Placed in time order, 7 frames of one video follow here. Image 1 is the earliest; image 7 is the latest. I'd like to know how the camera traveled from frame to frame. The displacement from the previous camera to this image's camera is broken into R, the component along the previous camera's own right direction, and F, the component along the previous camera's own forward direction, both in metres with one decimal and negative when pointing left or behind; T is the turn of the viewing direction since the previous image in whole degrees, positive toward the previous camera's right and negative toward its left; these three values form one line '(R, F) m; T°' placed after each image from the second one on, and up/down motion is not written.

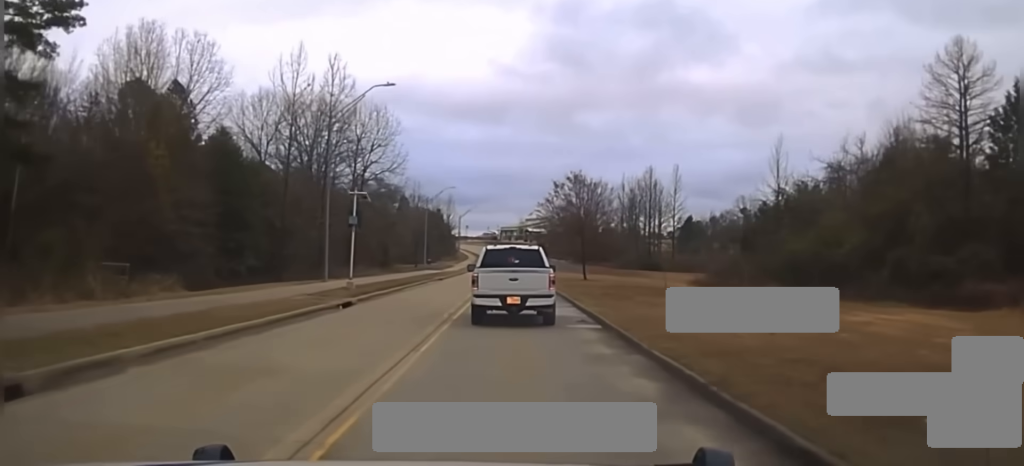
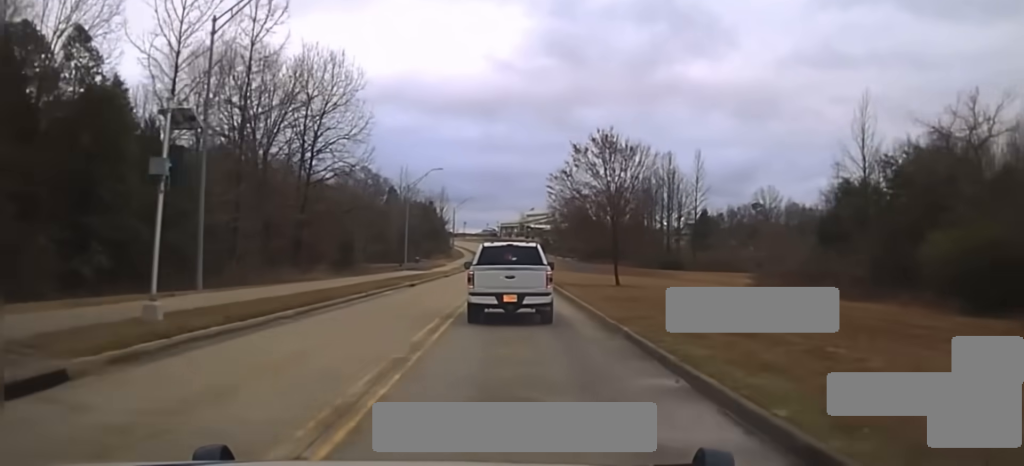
(+0.1, +21.8) m; +1°
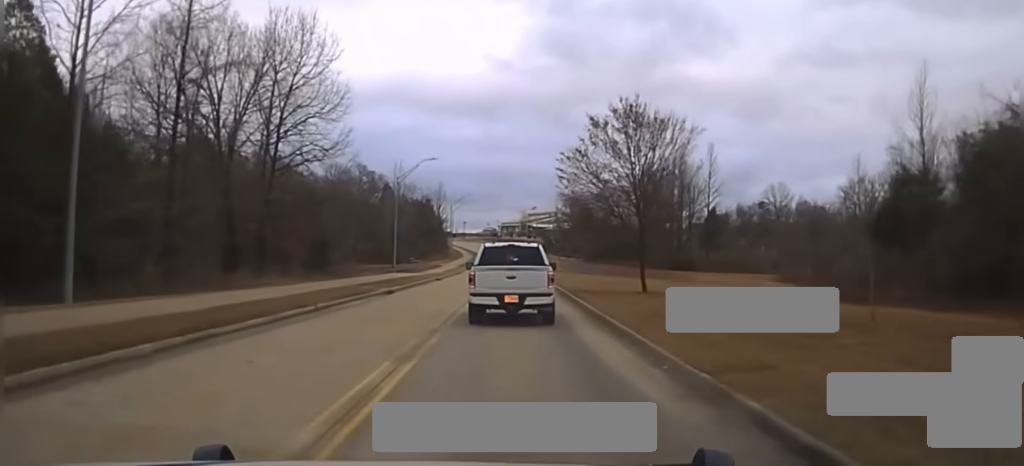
(+0.1, +9.0) m; 0°
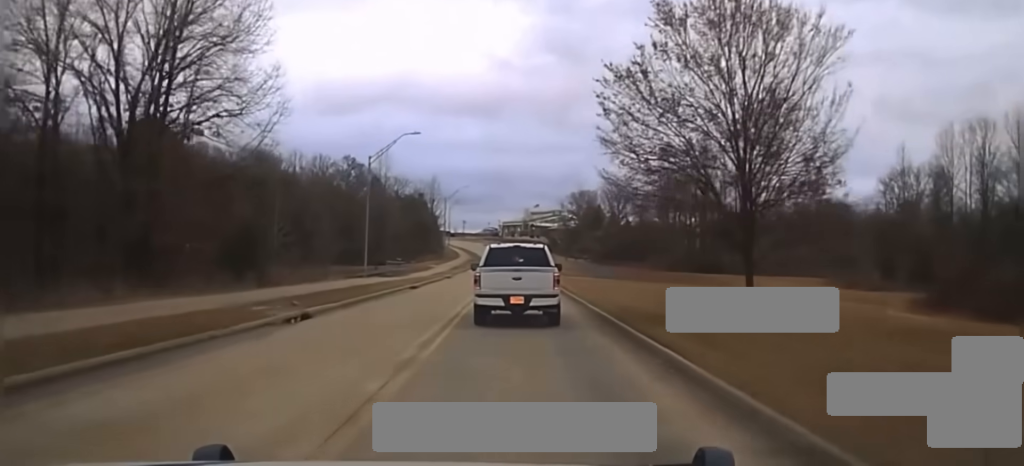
(0.0, +15.7) m; 0°
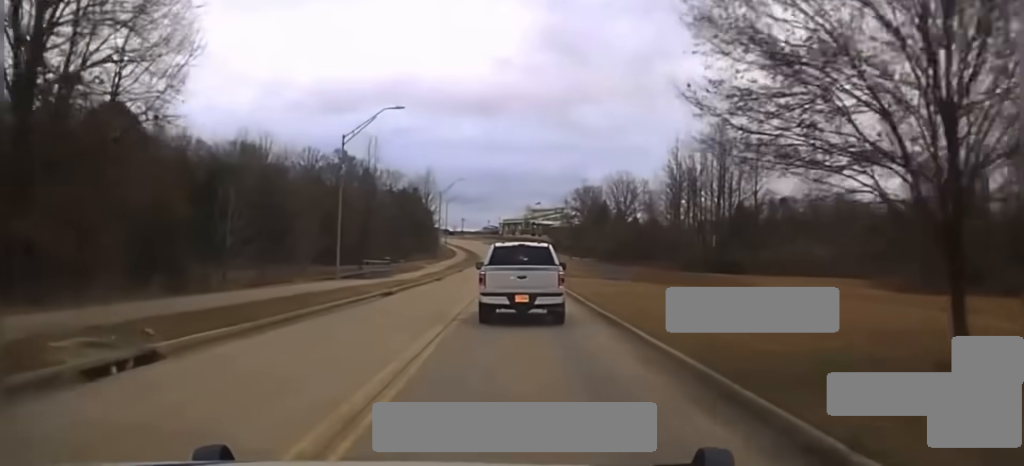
(0.0, +9.0) m; 0°
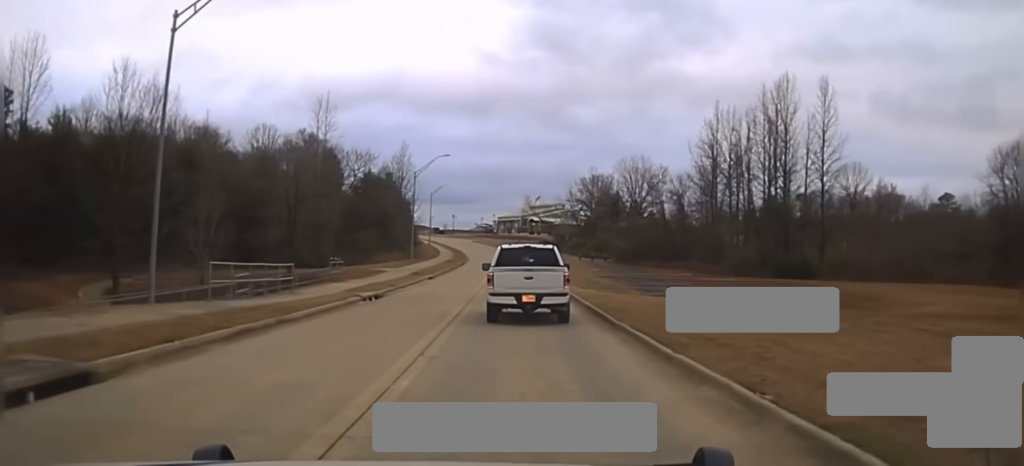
(0.0, +25.6) m; 0°
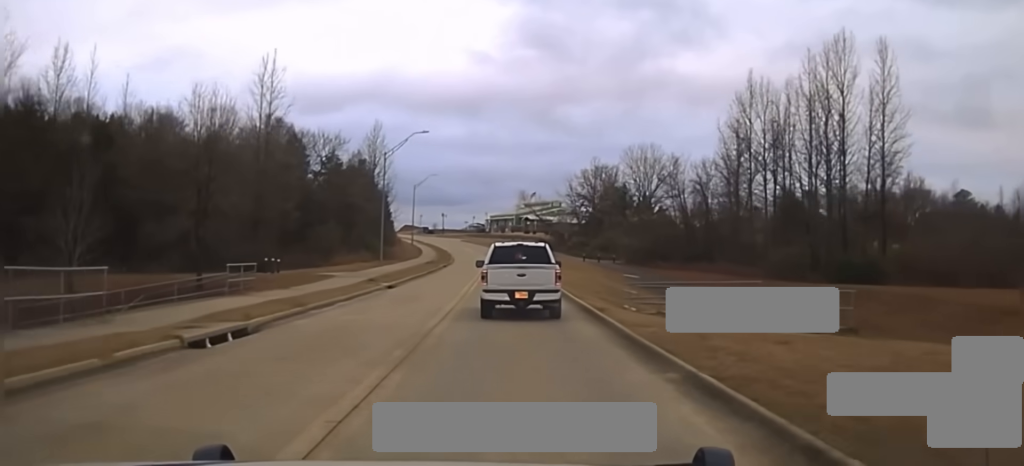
(+0.1, +18.7) m; 0°
